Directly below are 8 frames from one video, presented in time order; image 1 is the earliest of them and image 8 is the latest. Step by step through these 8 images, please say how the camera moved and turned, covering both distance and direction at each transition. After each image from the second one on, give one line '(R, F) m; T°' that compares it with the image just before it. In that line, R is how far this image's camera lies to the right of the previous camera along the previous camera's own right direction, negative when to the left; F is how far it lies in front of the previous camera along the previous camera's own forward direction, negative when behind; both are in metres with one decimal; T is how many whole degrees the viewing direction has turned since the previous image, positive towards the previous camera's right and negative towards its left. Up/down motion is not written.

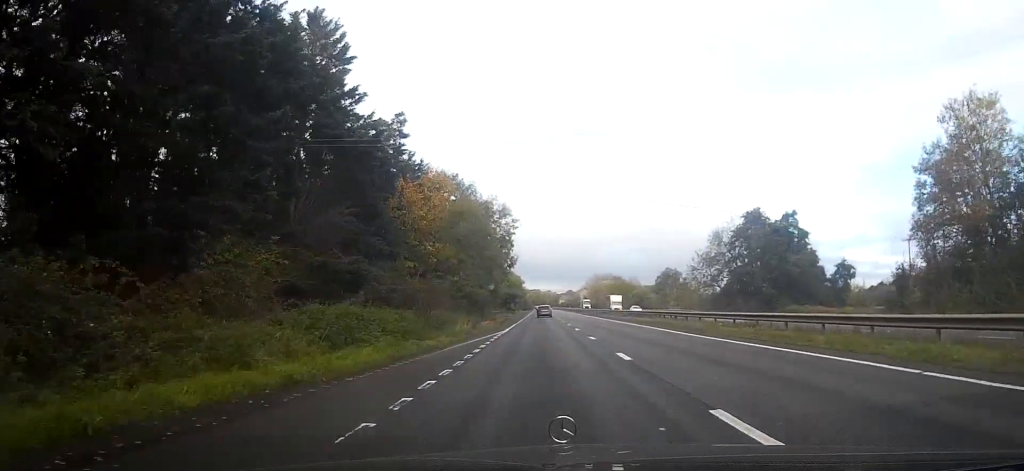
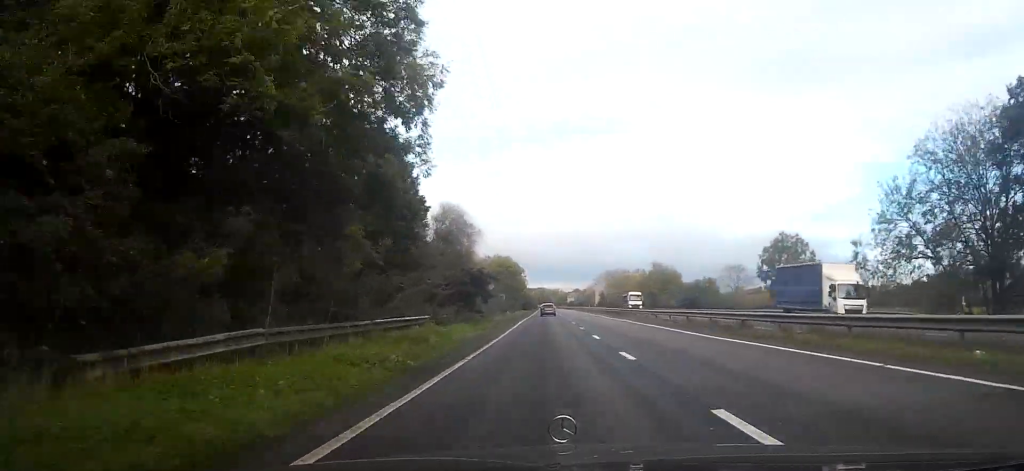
(+0.2, +54.0) m; +1°
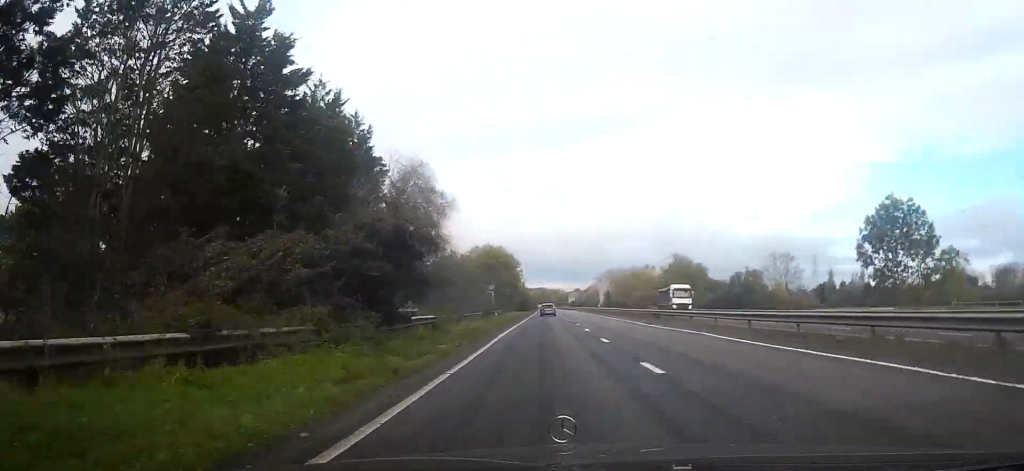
(+0.1, +21.1) m; 0°
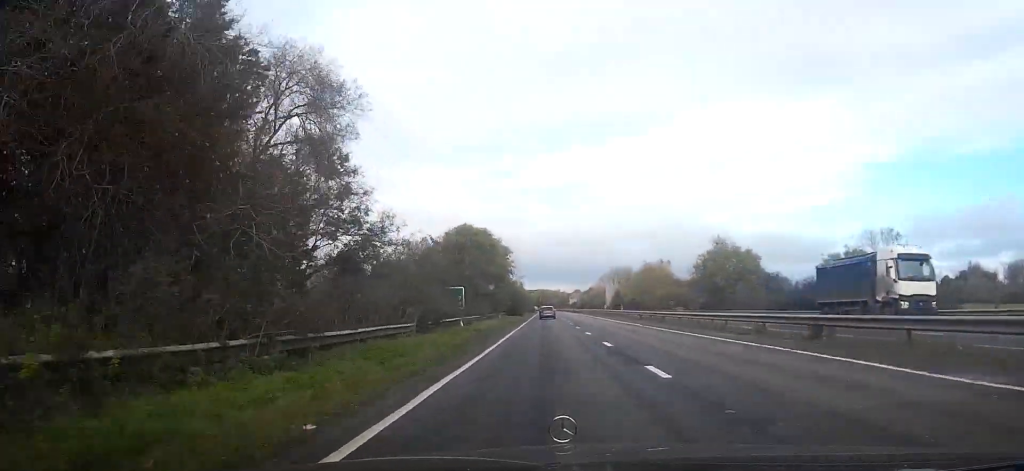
(+0.1, +27.2) m; 0°
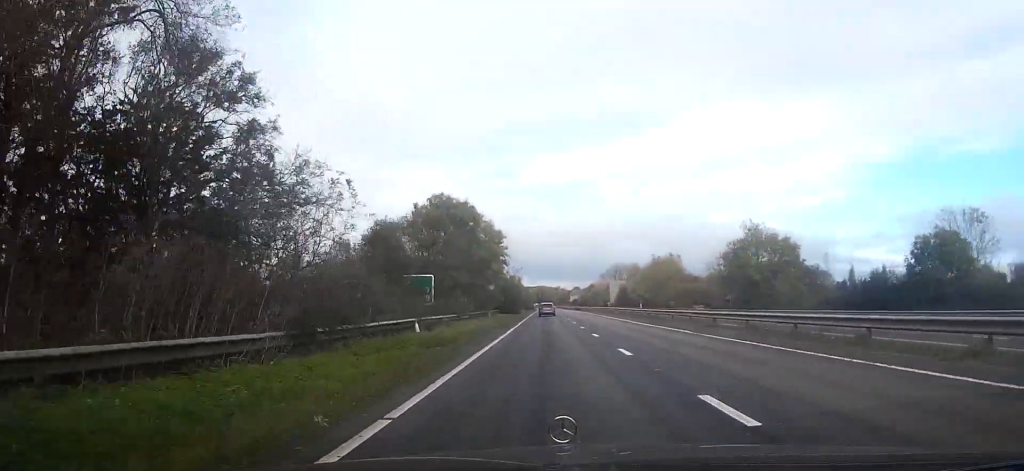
(-0.2, +13.3) m; 0°
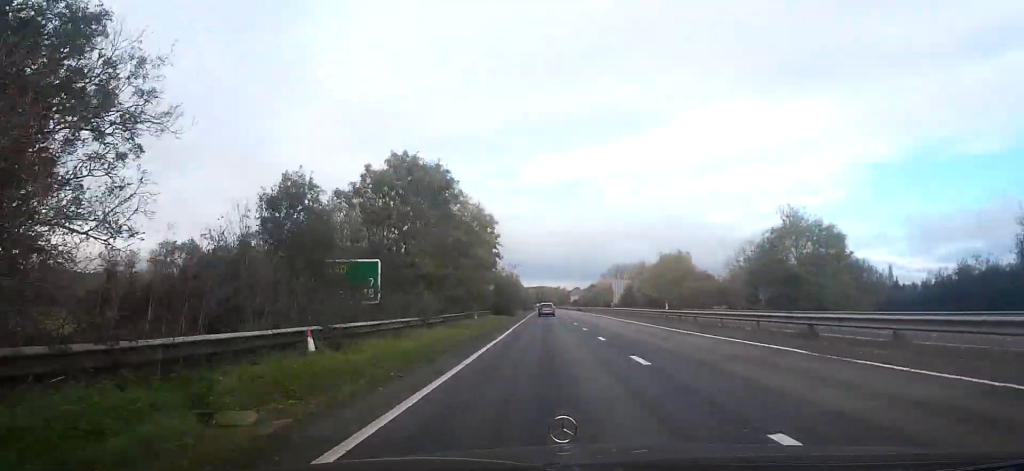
(0.0, +11.5) m; 0°
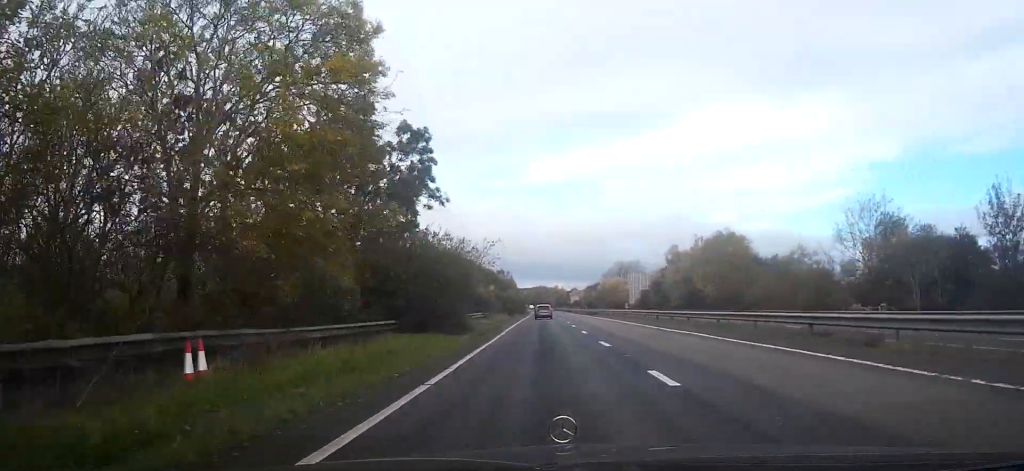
(0.0, +38.9) m; 0°
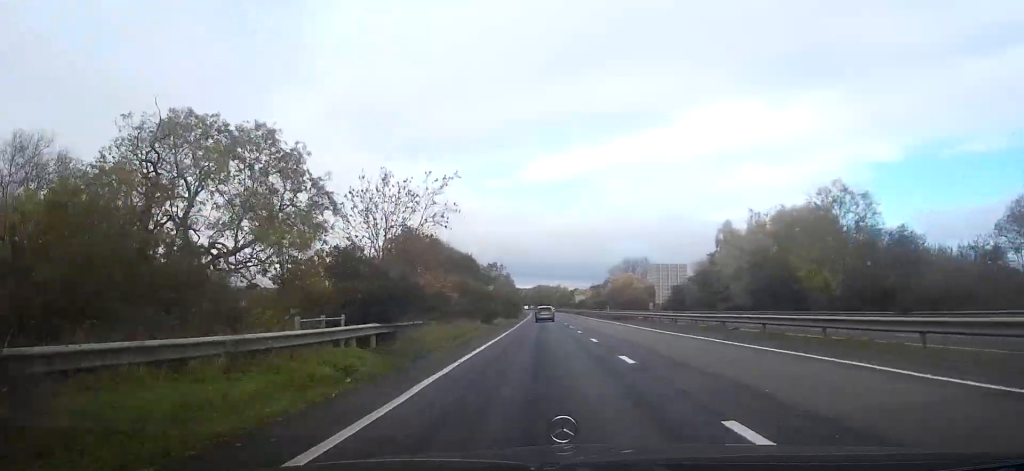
(-0.1, +31.5) m; 0°
